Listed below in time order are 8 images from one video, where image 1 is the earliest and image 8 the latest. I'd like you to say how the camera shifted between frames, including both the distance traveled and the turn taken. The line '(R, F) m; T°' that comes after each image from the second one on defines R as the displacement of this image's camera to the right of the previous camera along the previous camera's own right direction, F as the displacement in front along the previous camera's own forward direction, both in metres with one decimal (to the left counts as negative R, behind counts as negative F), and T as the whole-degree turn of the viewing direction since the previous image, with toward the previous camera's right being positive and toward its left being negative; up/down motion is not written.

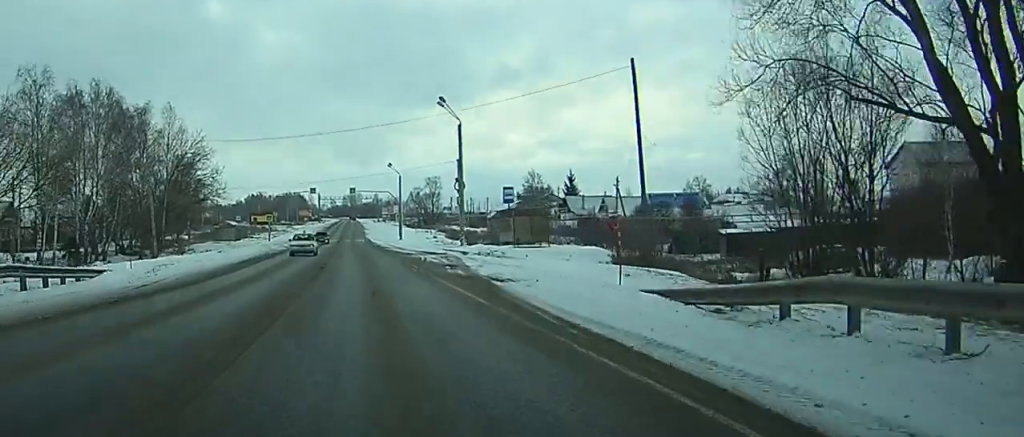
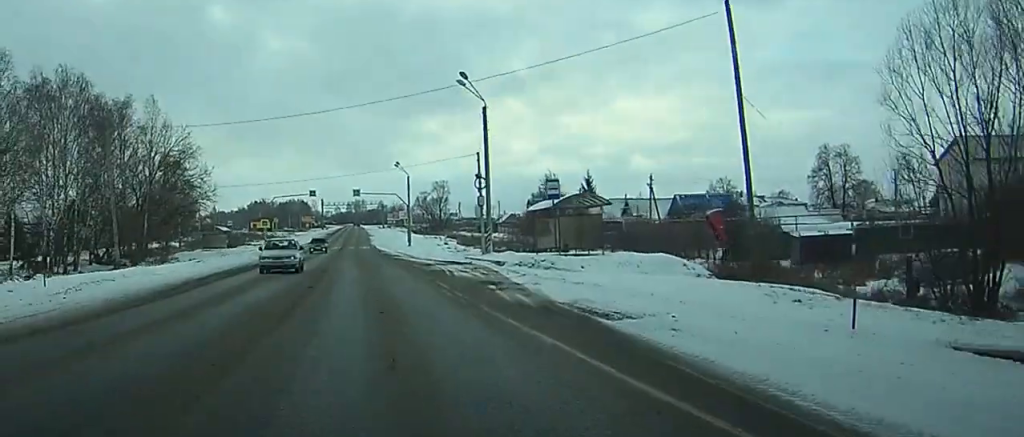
(0.0, +10.2) m; 0°
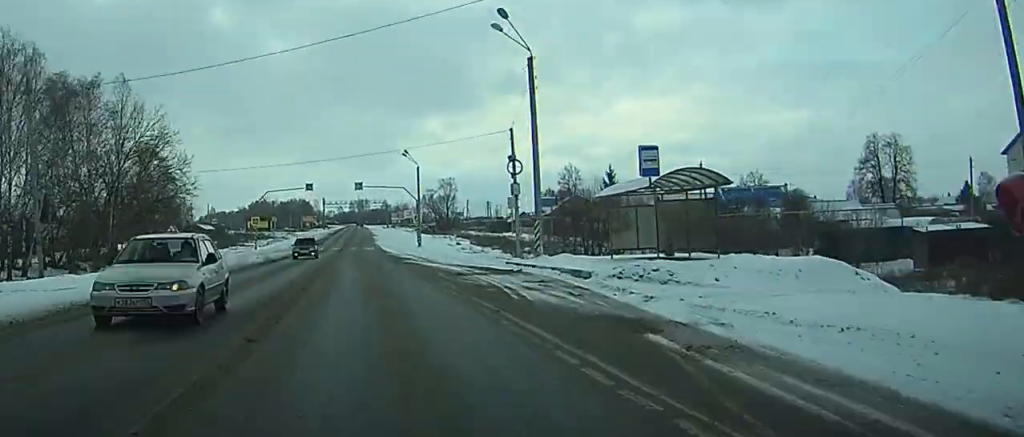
(0.0, +12.7) m; 0°
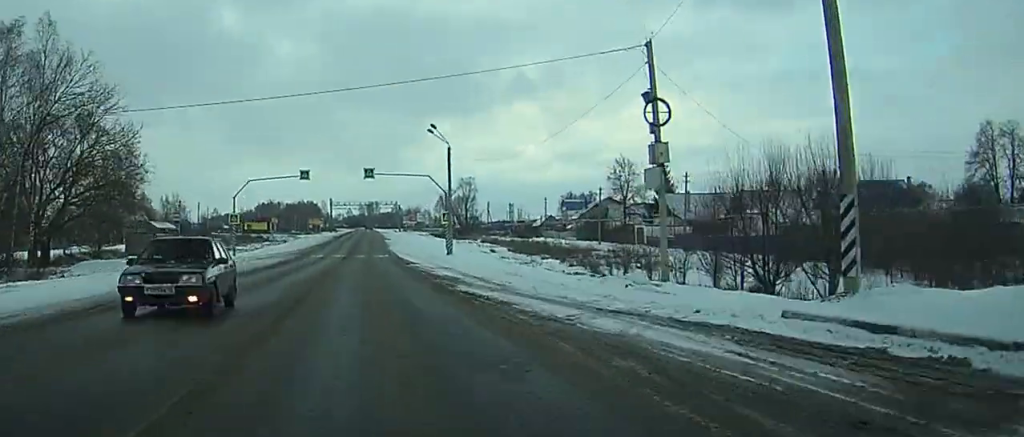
(-0.1, +23.1) m; -1°
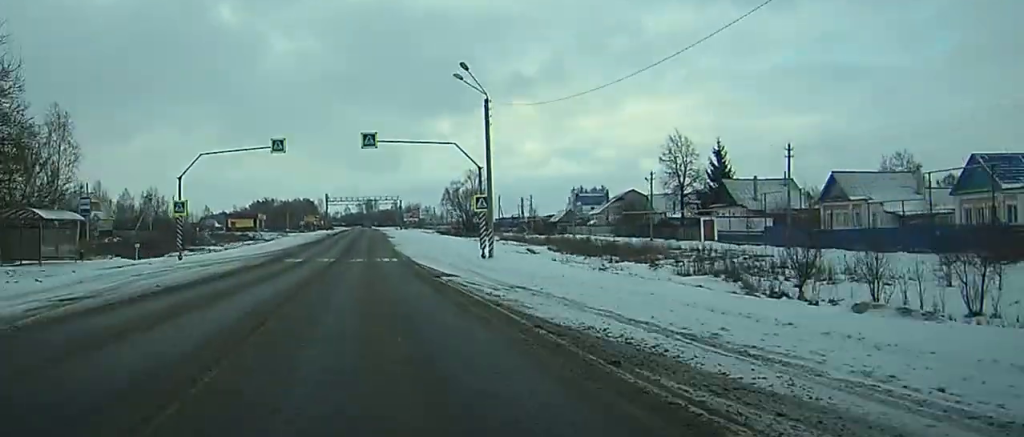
(-0.1, +22.5) m; 0°
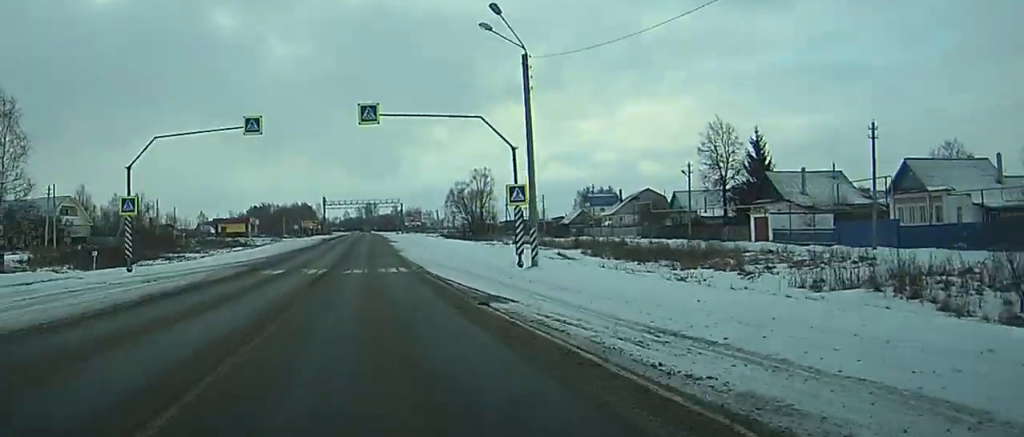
(0.0, +12.2) m; 0°
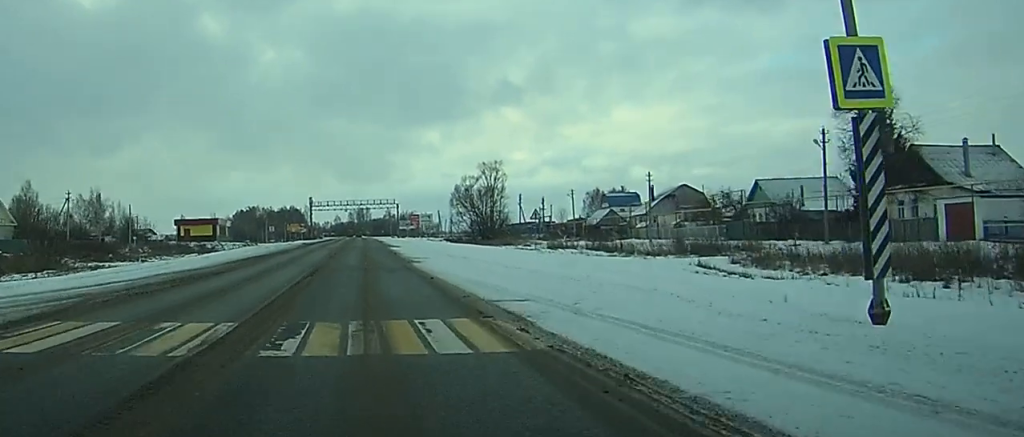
(+0.1, +28.3) m; 0°
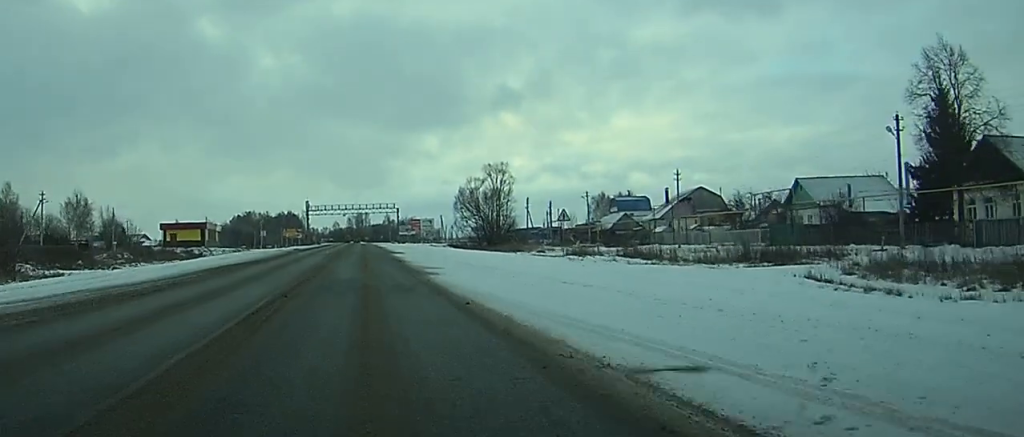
(0.0, +9.3) m; 0°
